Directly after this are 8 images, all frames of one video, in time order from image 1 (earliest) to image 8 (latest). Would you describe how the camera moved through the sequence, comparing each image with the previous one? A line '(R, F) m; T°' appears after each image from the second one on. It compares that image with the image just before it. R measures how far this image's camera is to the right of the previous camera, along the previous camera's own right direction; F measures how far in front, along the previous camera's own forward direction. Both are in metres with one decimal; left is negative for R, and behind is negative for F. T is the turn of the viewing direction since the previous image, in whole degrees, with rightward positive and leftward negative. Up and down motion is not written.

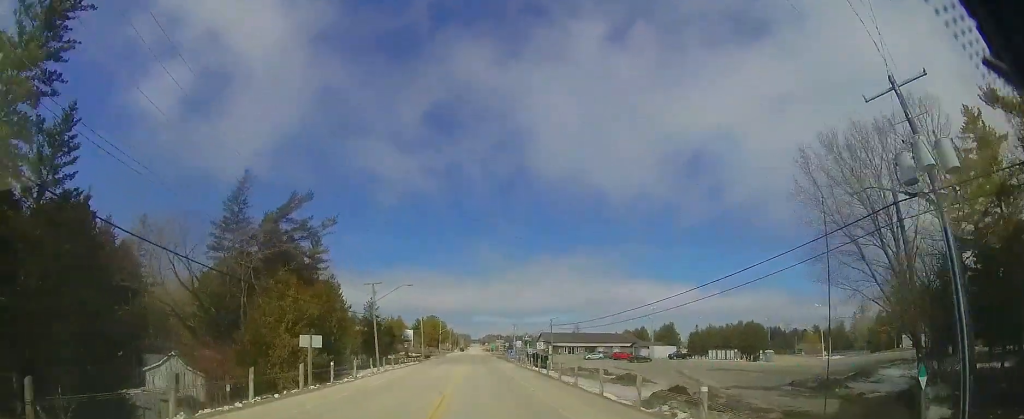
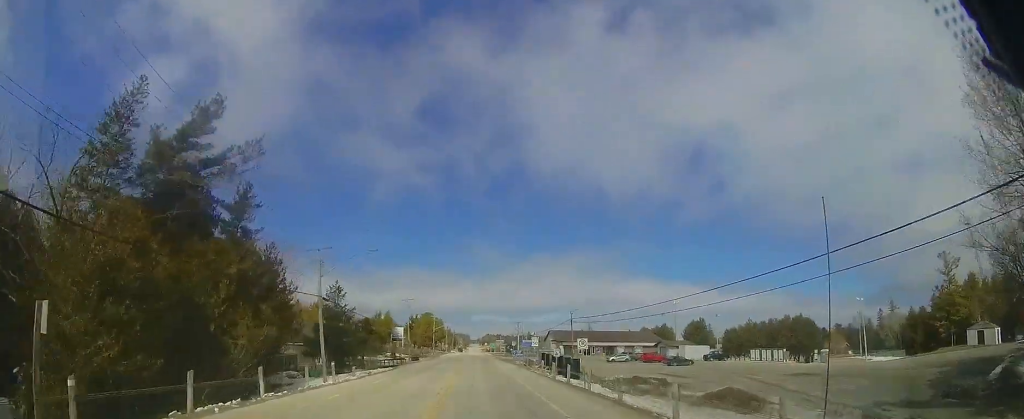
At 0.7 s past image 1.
(0.0, +13.4) m; 0°
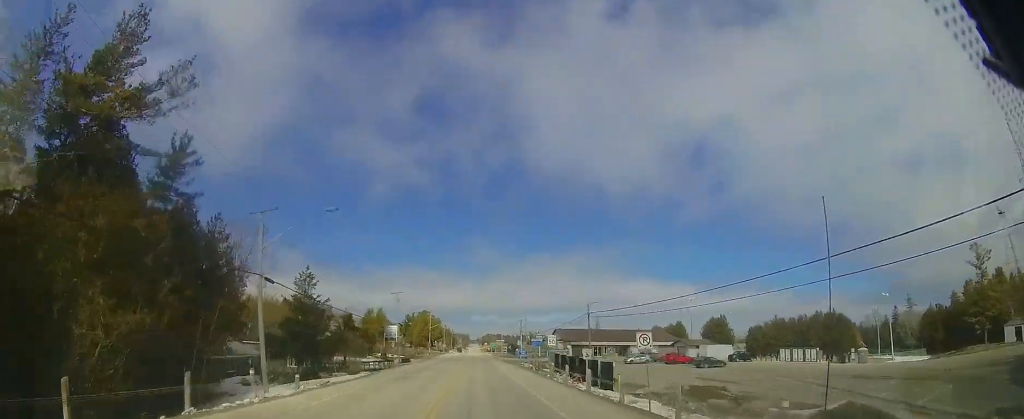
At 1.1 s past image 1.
(0.0, +7.3) m; 0°
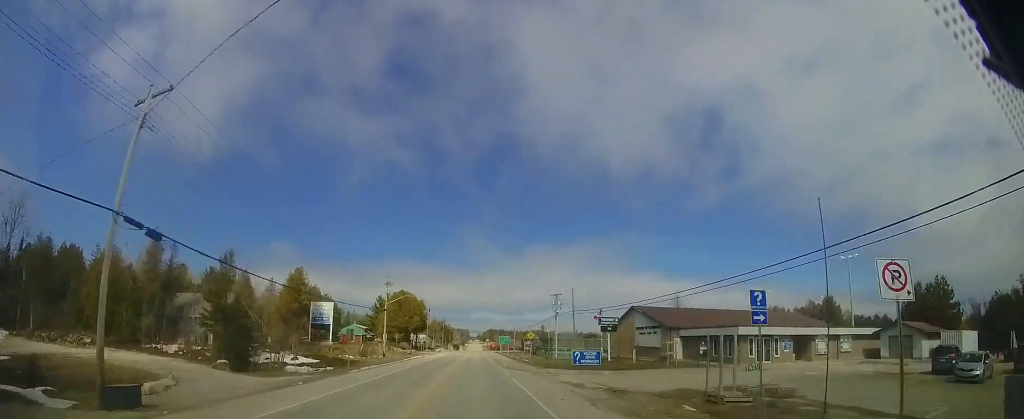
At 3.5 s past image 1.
(0.0, +42.6) m; 0°
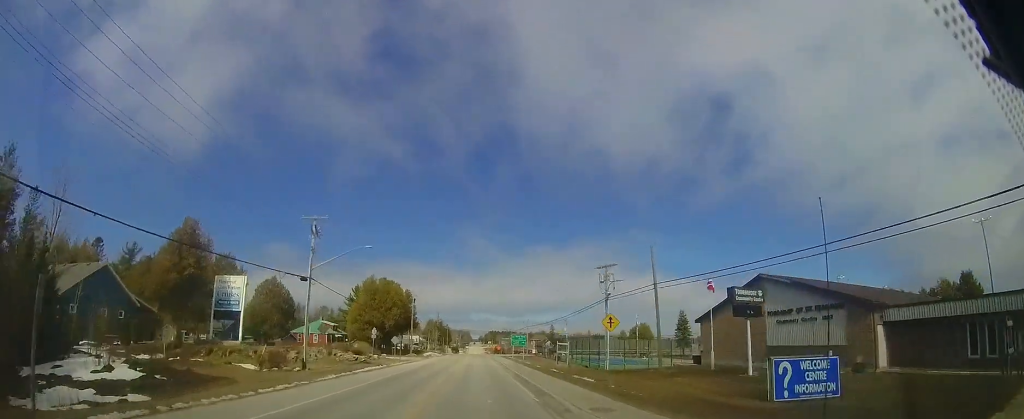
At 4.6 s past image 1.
(+0.2, +21.1) m; +2°
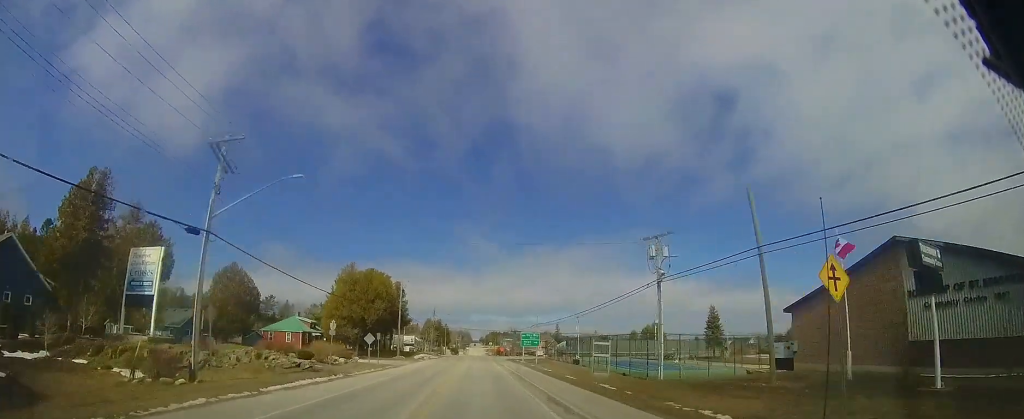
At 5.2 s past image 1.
(0.0, +10.2) m; +1°
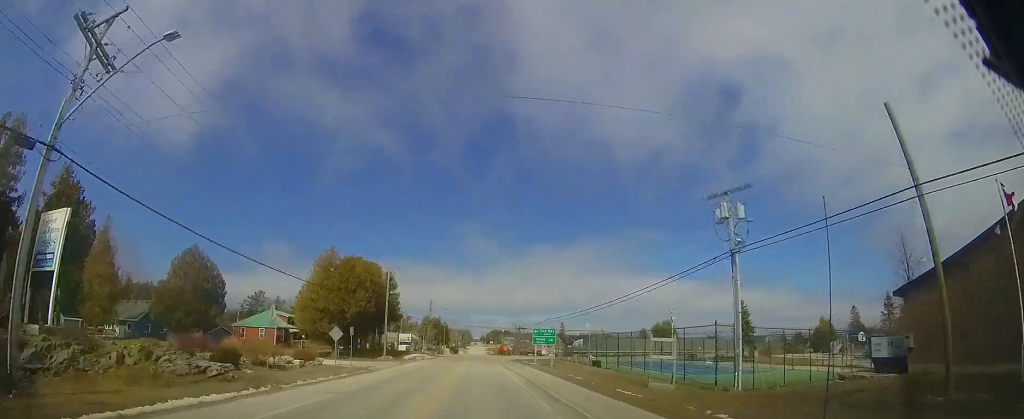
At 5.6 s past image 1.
(+0.1, +7.7) m; -1°
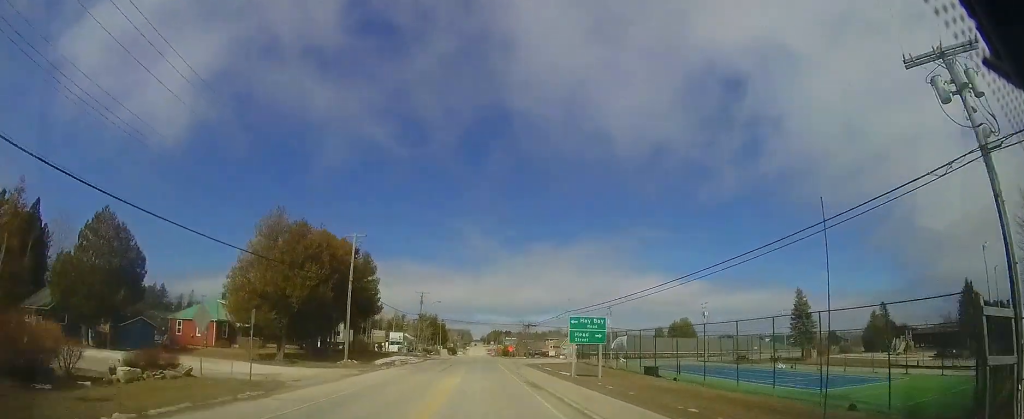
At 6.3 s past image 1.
(+0.1, +12.4) m; -2°
